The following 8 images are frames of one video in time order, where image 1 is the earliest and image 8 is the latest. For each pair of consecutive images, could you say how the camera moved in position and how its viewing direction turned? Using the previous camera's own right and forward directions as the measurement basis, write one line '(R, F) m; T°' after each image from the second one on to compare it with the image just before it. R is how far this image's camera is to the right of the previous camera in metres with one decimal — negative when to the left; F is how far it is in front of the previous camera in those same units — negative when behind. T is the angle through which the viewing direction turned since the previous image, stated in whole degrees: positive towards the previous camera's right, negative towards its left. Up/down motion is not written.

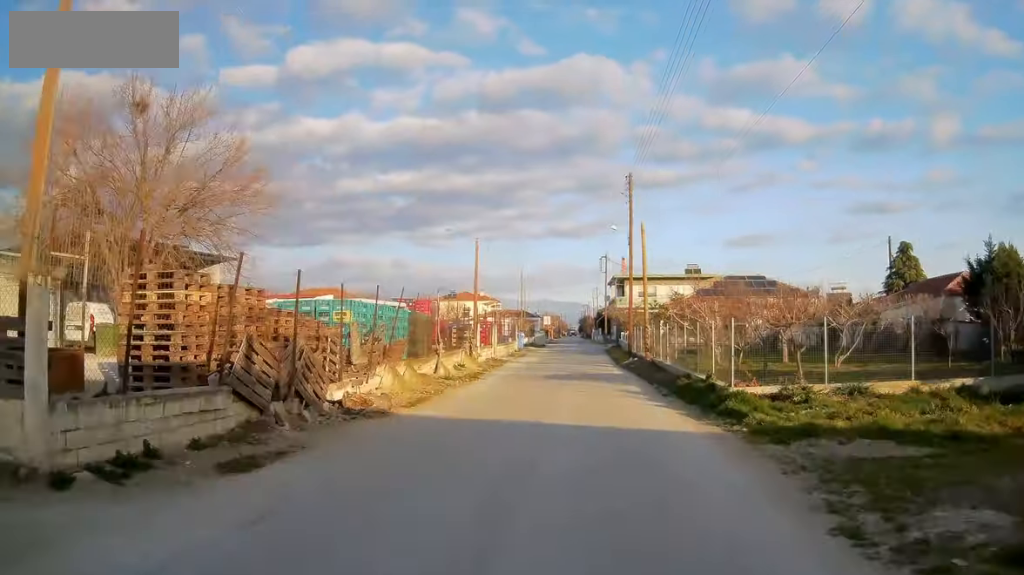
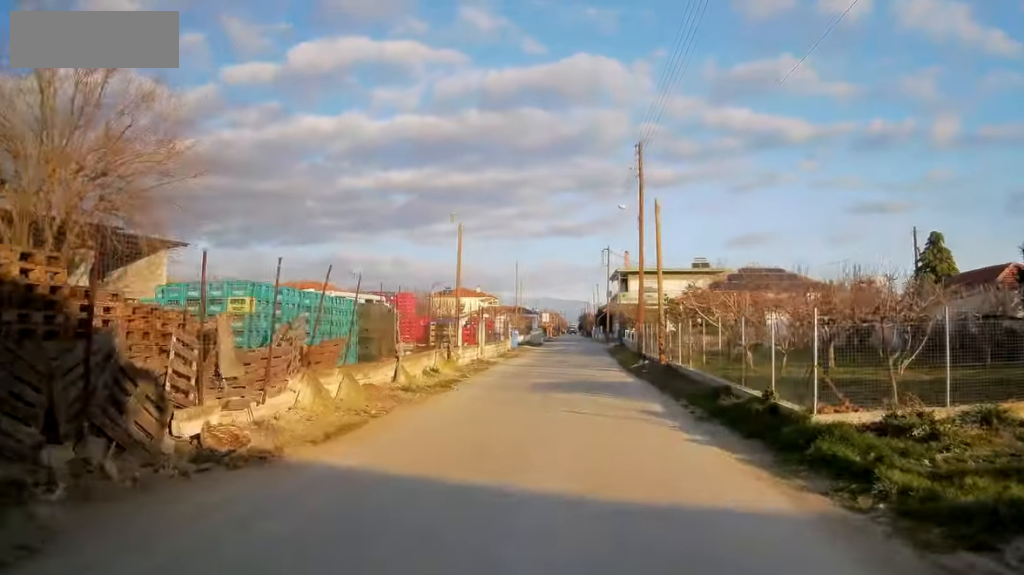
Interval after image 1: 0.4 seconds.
(+0.1, +5.0) m; 0°
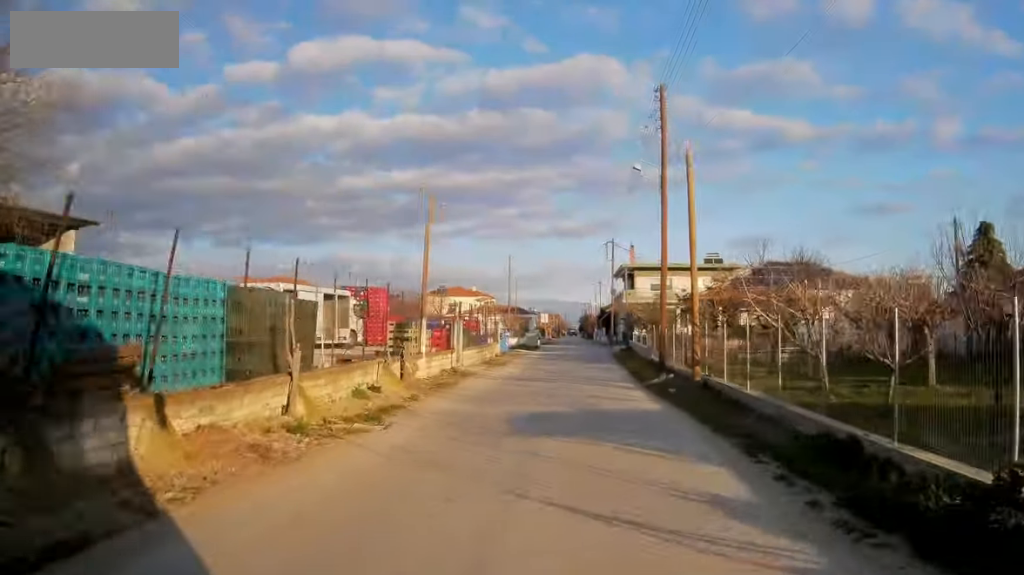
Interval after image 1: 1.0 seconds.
(0.0, +6.5) m; 0°
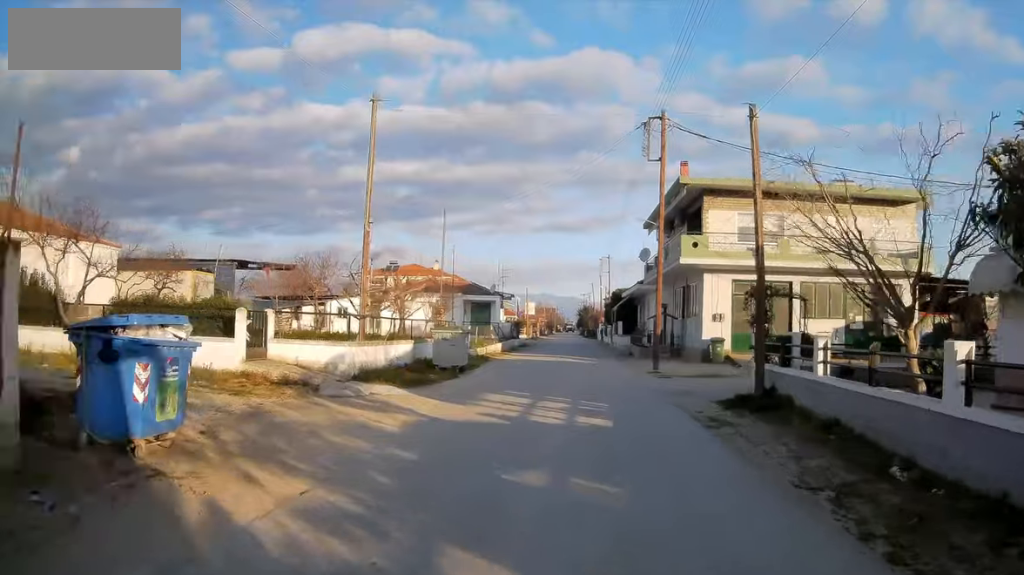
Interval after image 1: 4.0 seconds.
(+0.1, +35.1) m; -1°
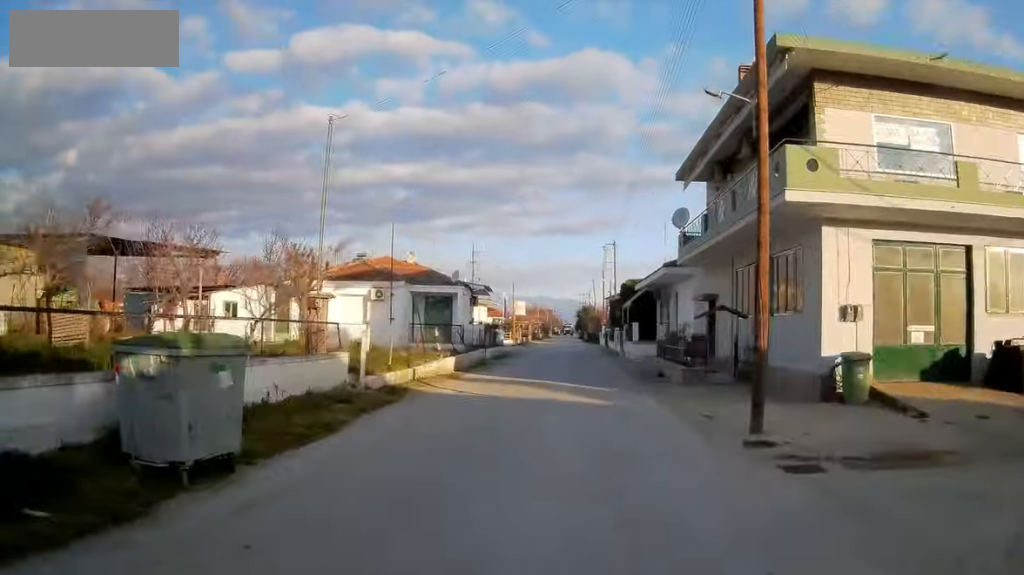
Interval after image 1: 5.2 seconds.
(-0.1, +14.3) m; +1°
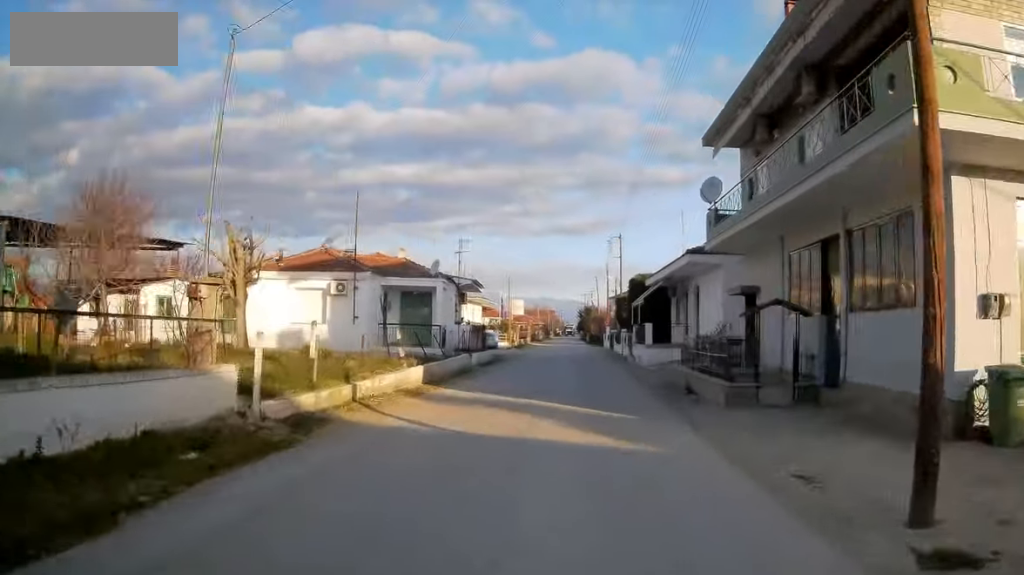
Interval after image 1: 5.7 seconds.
(+0.1, +5.4) m; 0°
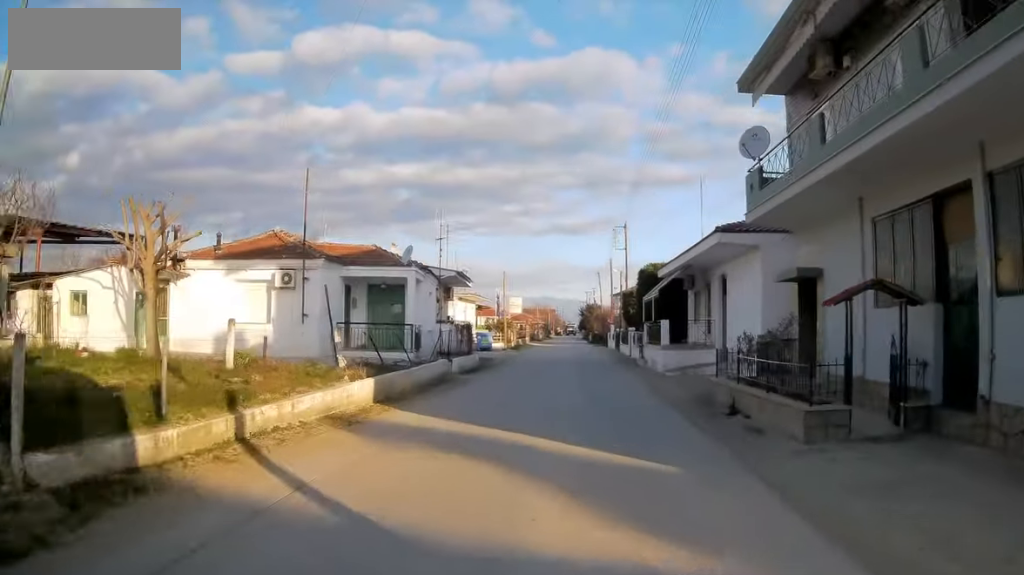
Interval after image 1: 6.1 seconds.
(0.0, +4.9) m; 0°
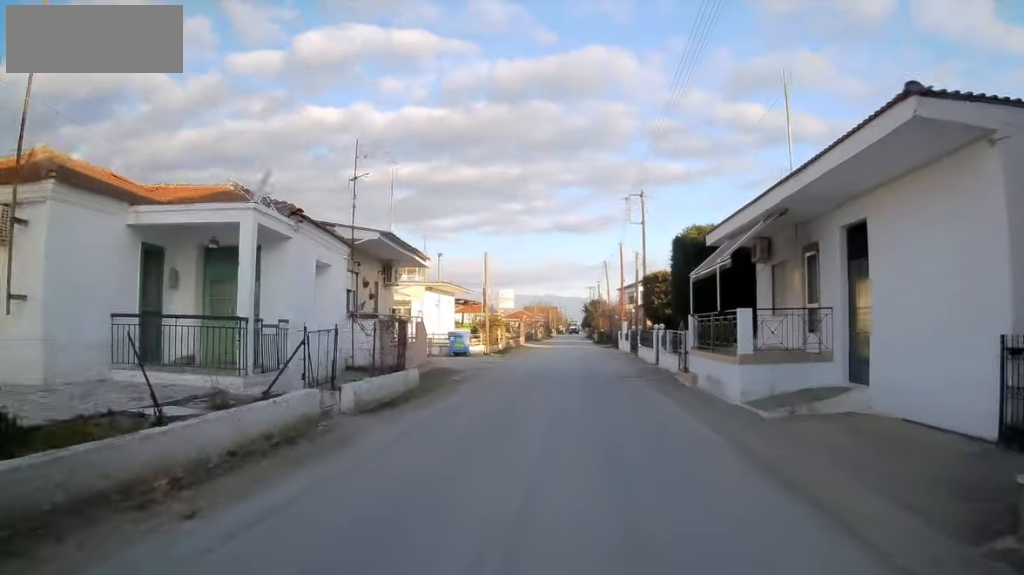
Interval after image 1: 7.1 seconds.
(-0.2, +11.5) m; -1°
